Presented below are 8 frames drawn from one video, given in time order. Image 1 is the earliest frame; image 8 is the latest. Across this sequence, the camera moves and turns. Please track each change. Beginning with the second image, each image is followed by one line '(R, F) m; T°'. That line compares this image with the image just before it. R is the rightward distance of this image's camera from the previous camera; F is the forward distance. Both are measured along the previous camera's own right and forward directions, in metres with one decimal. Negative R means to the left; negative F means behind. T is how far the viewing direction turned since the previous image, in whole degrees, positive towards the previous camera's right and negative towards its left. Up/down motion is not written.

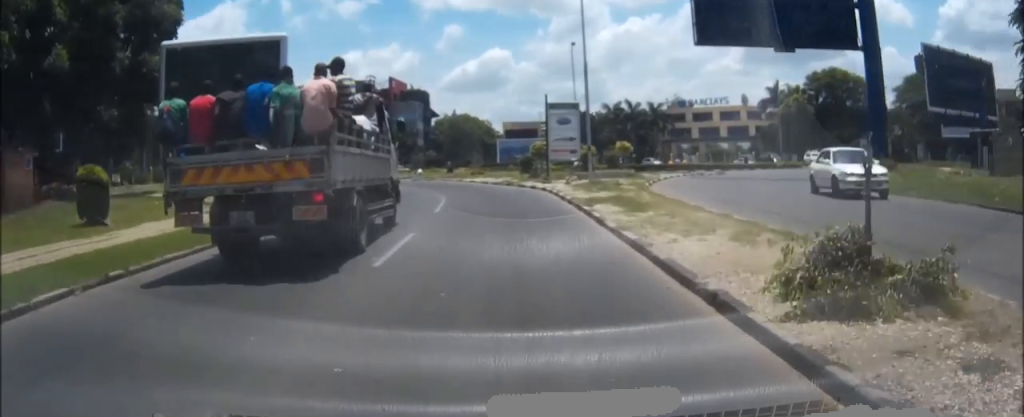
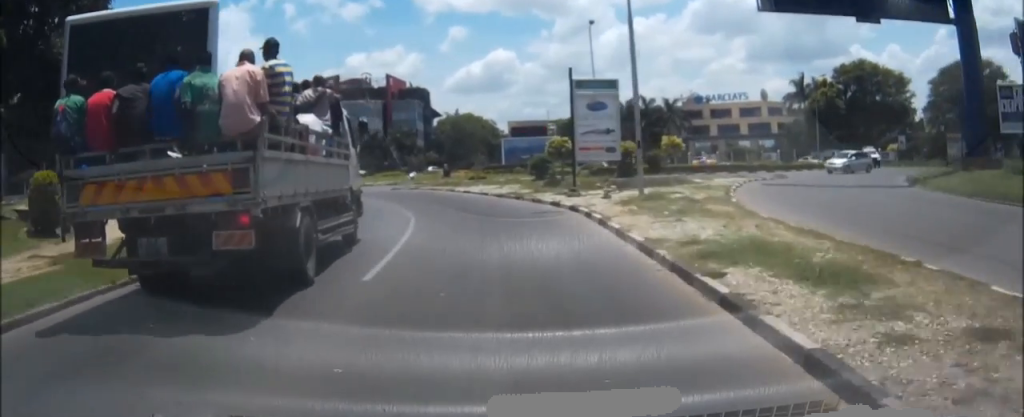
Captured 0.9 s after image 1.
(-0.2, +10.1) m; -1°
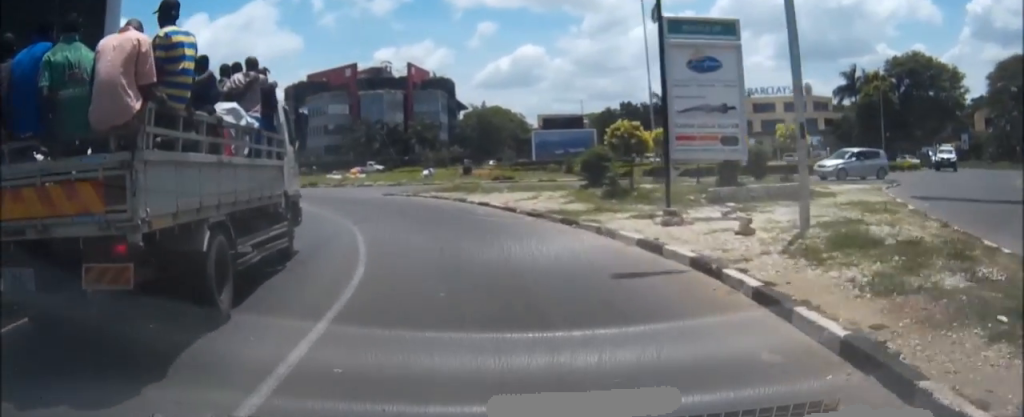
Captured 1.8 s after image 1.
(0.0, +9.9) m; -2°
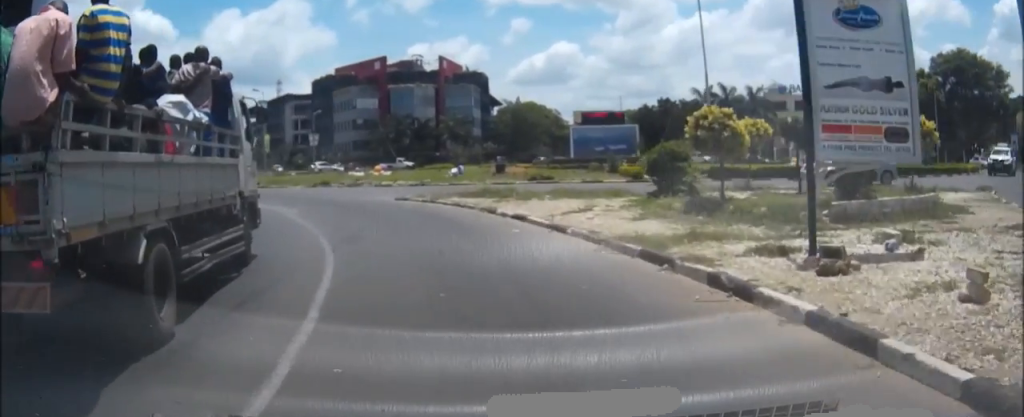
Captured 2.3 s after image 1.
(-0.1, +5.0) m; -2°
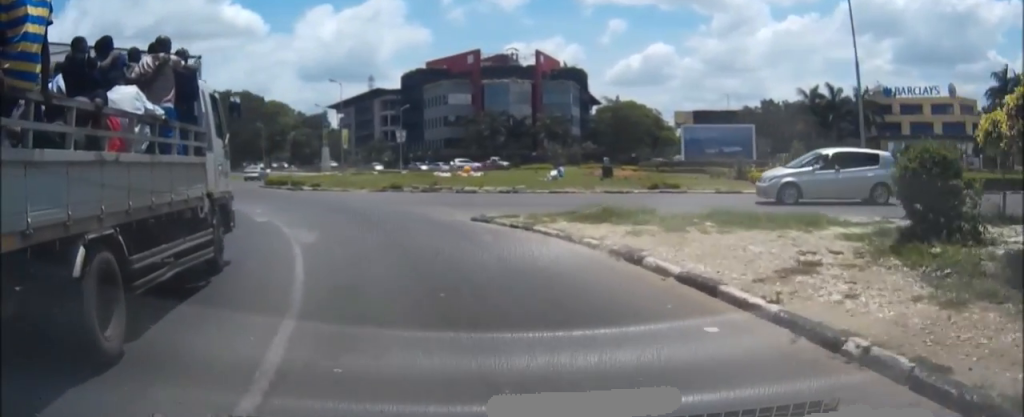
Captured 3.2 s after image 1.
(-0.3, +7.5) m; -6°
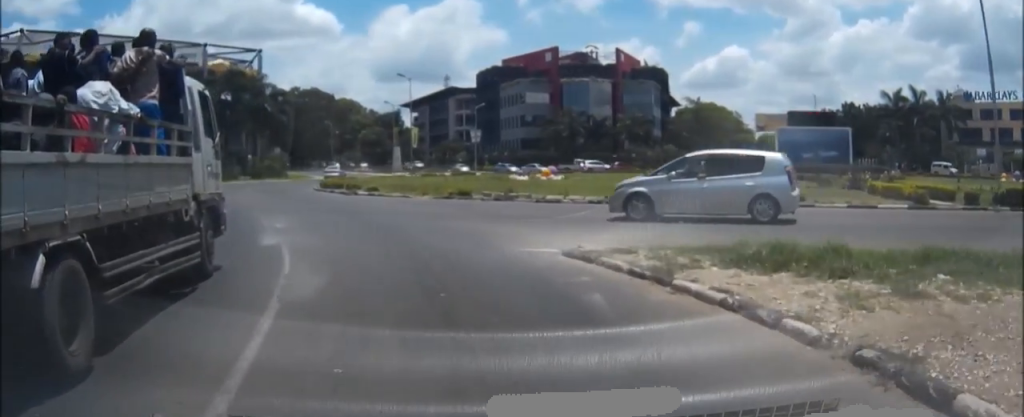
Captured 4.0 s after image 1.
(-0.2, +5.5) m; -7°
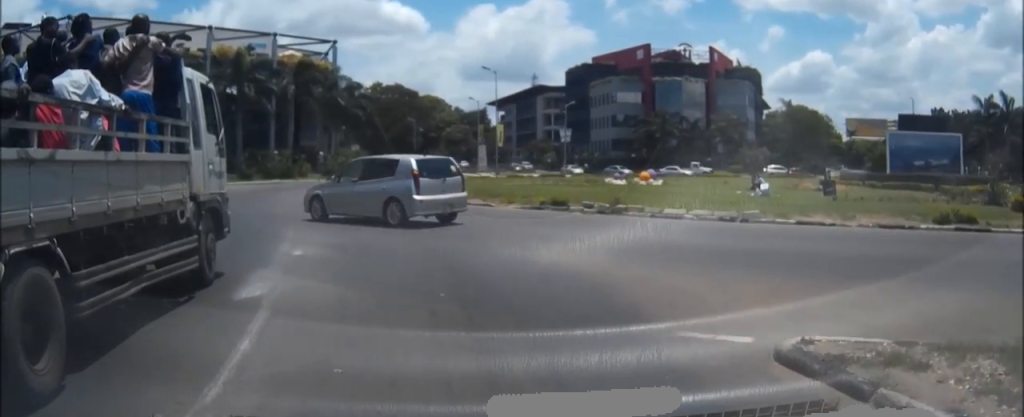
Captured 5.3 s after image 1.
(-0.9, +5.9) m; -12°
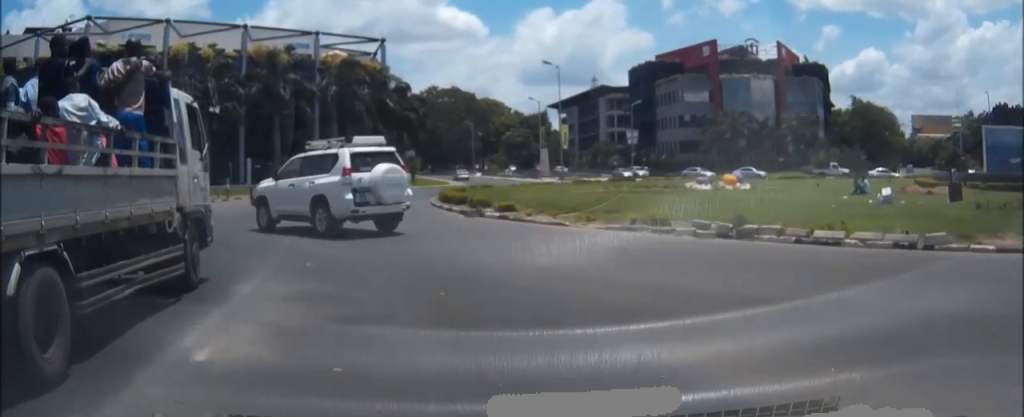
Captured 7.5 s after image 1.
(-0.3, +6.5) m; -2°
